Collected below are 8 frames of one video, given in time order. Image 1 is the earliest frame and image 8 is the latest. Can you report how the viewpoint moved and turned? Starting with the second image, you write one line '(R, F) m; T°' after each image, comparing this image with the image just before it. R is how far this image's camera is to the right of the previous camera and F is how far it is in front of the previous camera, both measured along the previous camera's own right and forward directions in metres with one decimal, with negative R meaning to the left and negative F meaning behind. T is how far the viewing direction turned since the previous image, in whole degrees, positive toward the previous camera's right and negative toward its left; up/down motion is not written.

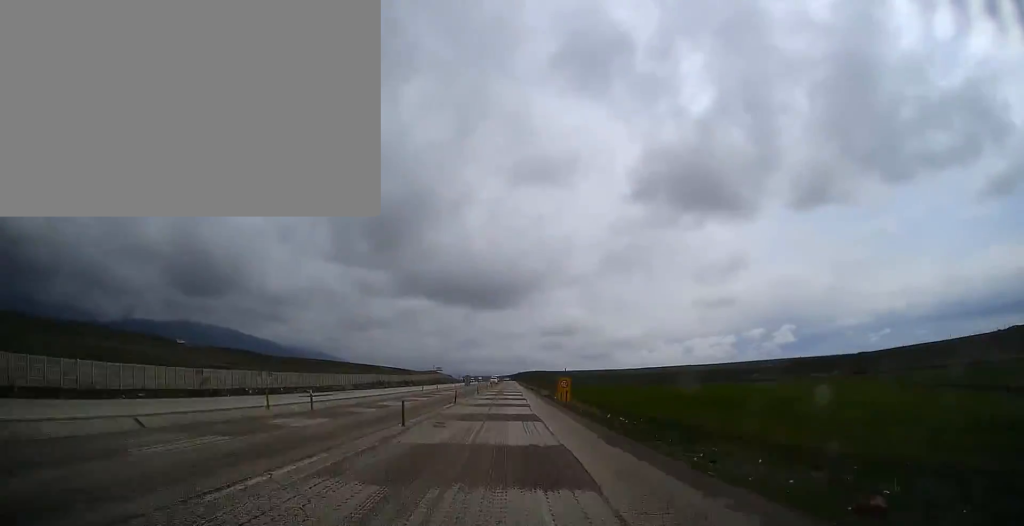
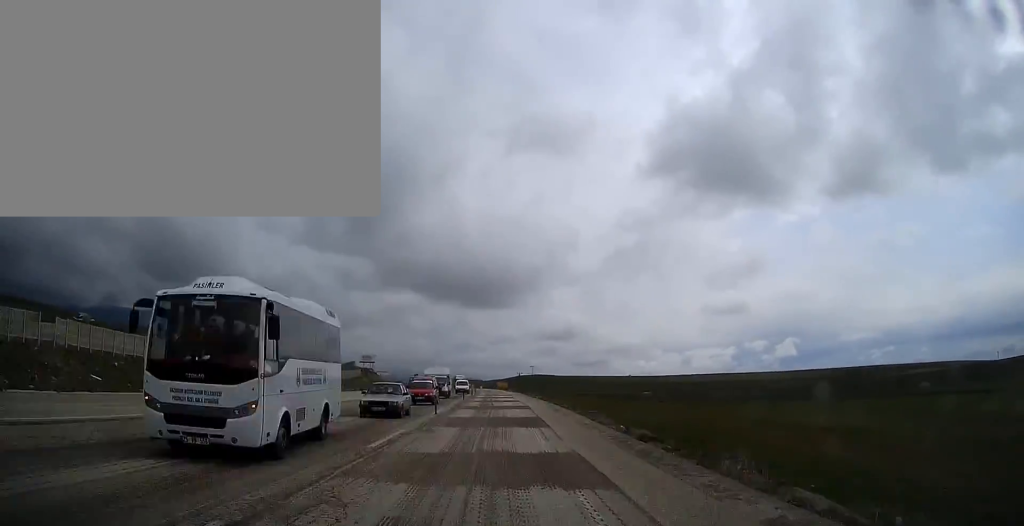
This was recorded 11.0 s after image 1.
(+2.3, +252.6) m; -1°
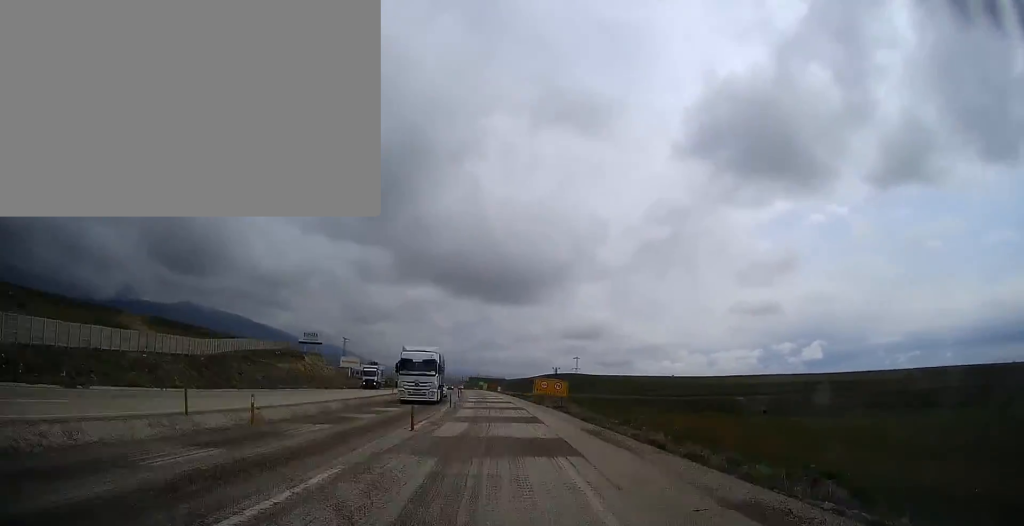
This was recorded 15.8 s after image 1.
(-1.5, +96.6) m; -3°
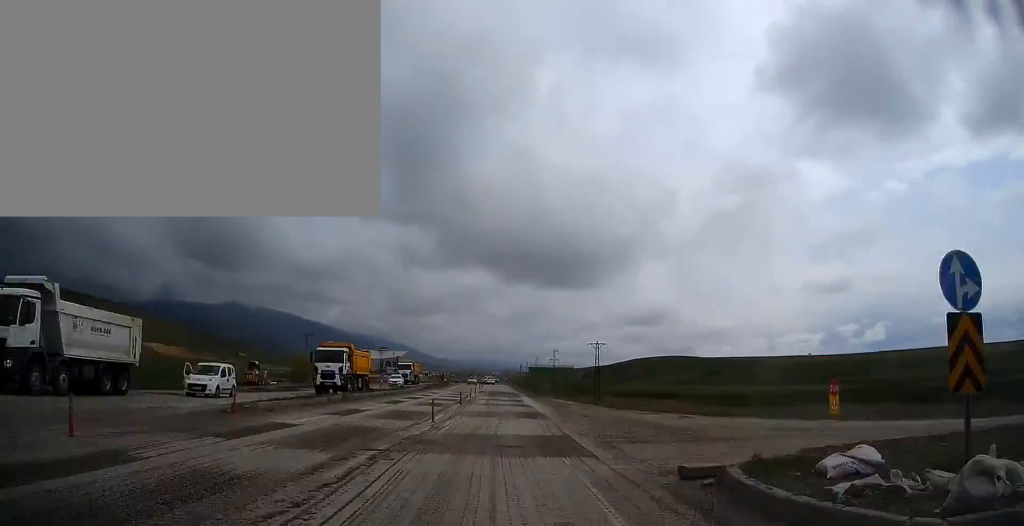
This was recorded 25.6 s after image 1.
(-9.0, +192.6) m; -4°
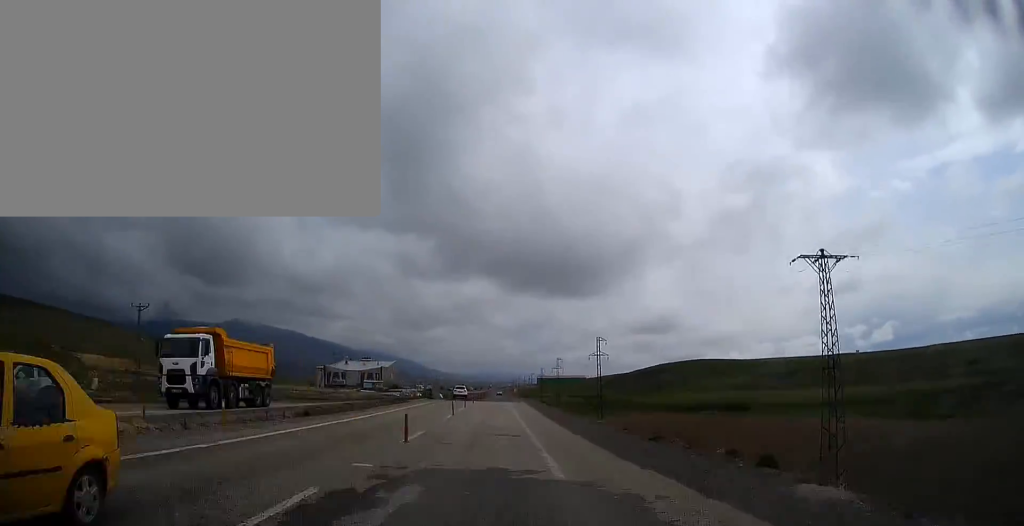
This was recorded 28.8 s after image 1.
(-0.3, +63.1) m; -1°
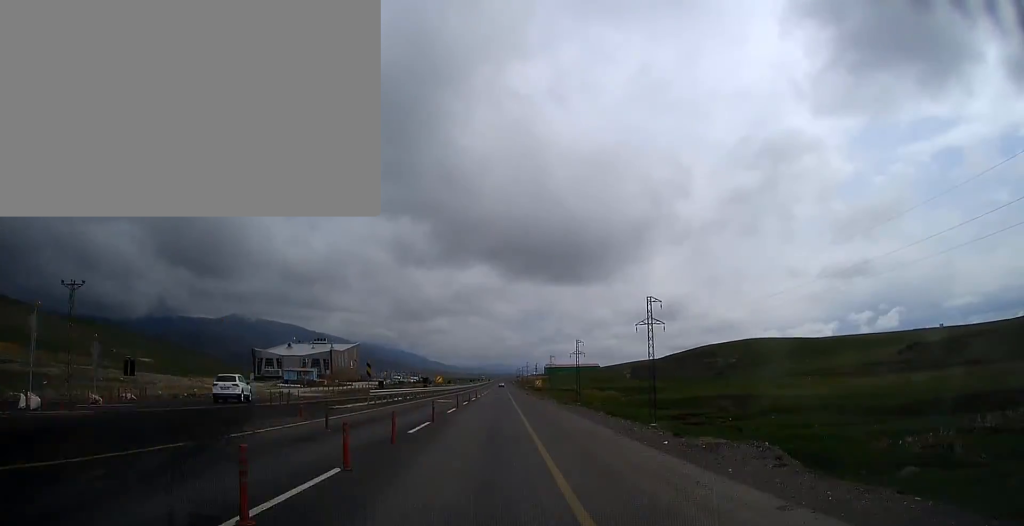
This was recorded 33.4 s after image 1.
(-0.5, +97.3) m; 0°
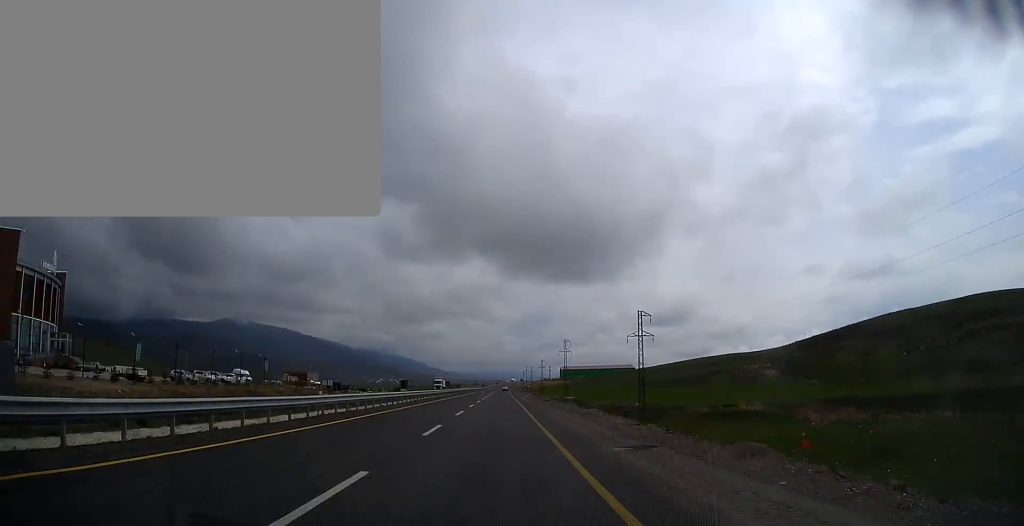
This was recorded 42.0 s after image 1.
(-0.3, +201.9) m; 0°
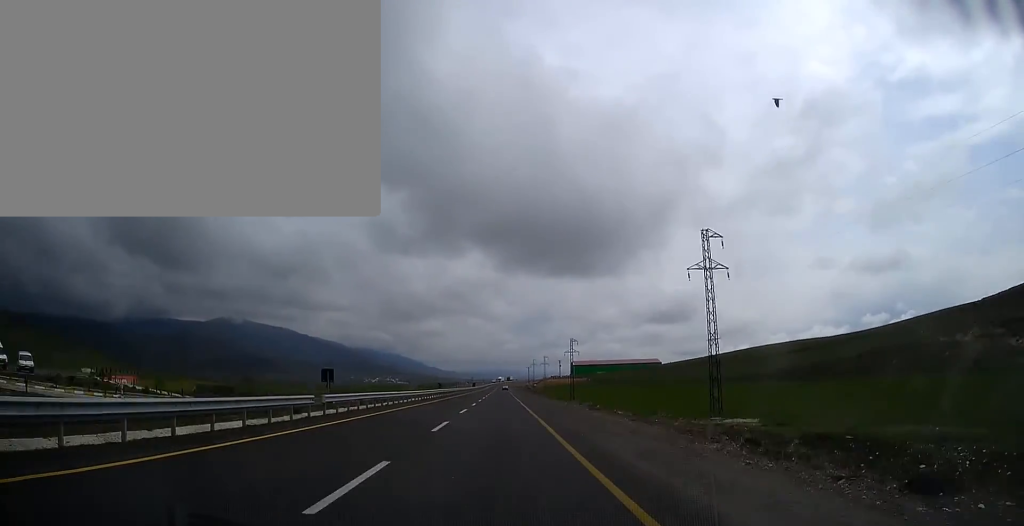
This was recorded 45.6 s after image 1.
(+0.1, +96.1) m; 0°
